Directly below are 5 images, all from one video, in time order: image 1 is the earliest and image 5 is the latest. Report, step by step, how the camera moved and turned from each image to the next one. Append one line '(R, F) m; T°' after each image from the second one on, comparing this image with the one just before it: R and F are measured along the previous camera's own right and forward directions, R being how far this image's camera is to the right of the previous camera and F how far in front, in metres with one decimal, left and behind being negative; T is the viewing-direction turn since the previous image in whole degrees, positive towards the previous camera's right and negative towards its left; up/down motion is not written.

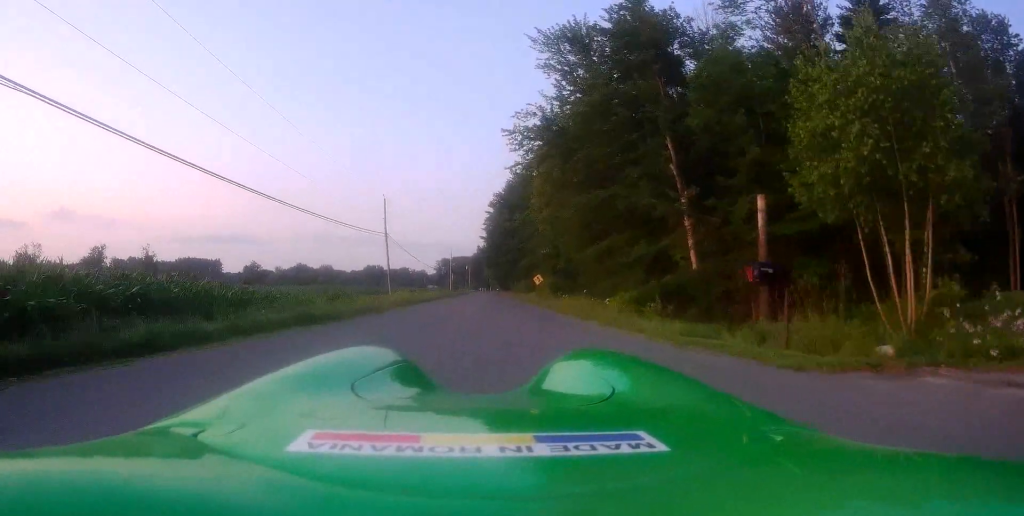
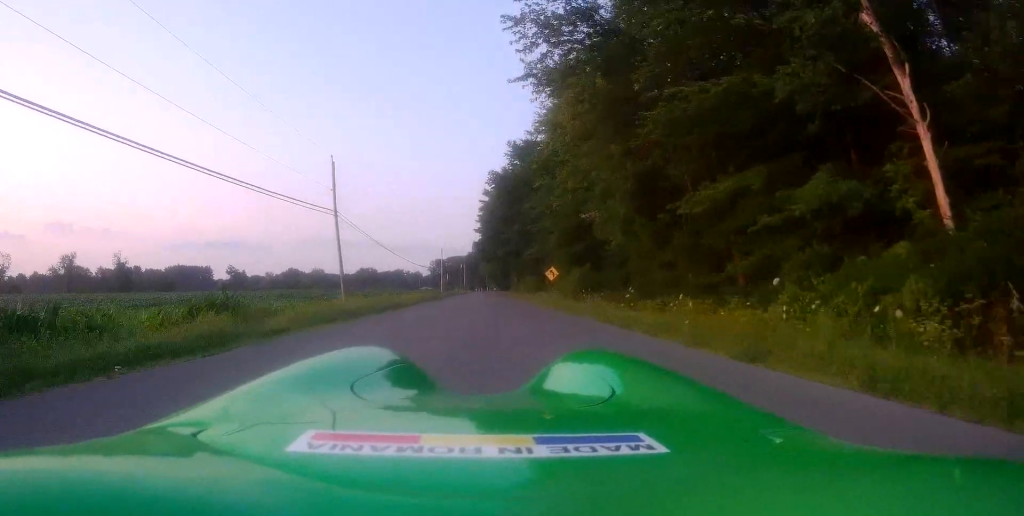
(+0.7, +14.6) m; +3°
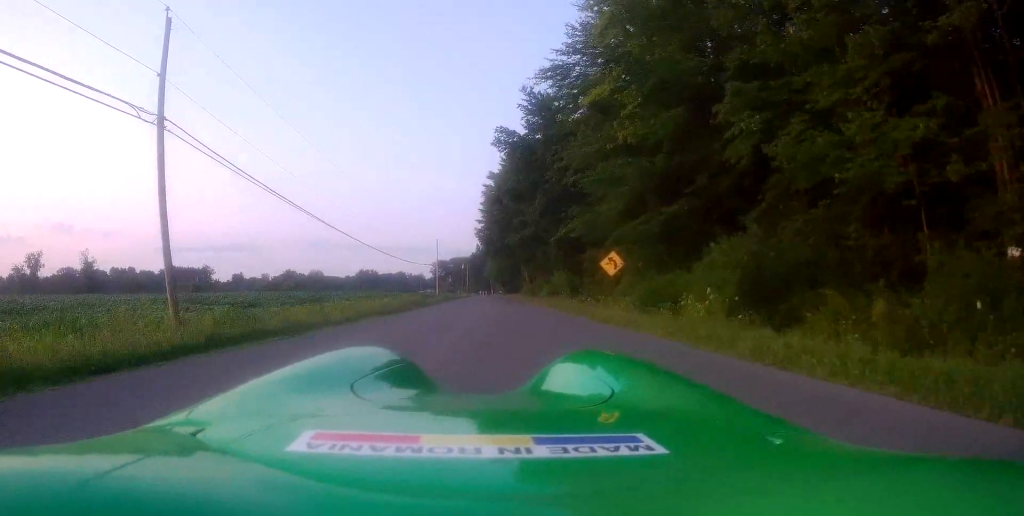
(-0.5, +19.0) m; -1°
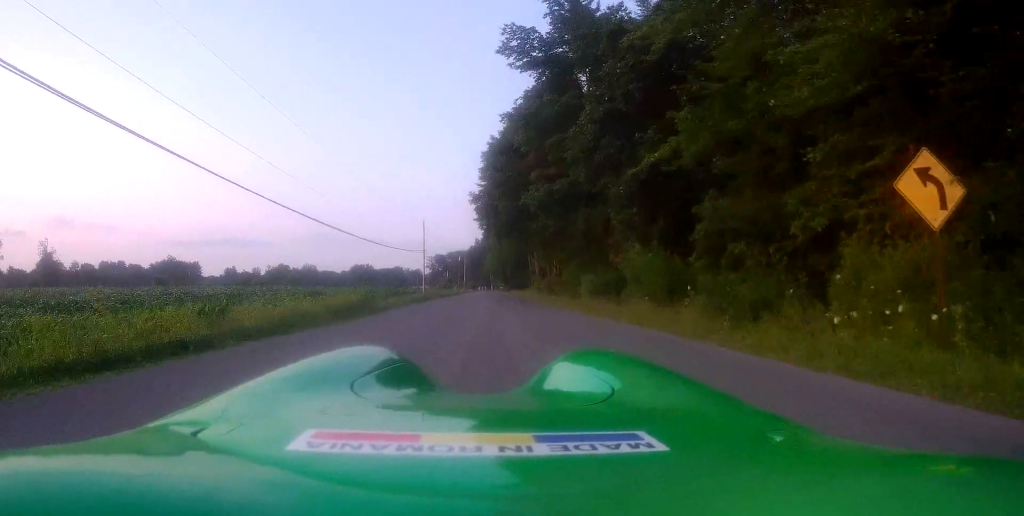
(+0.2, +17.9) m; -1°
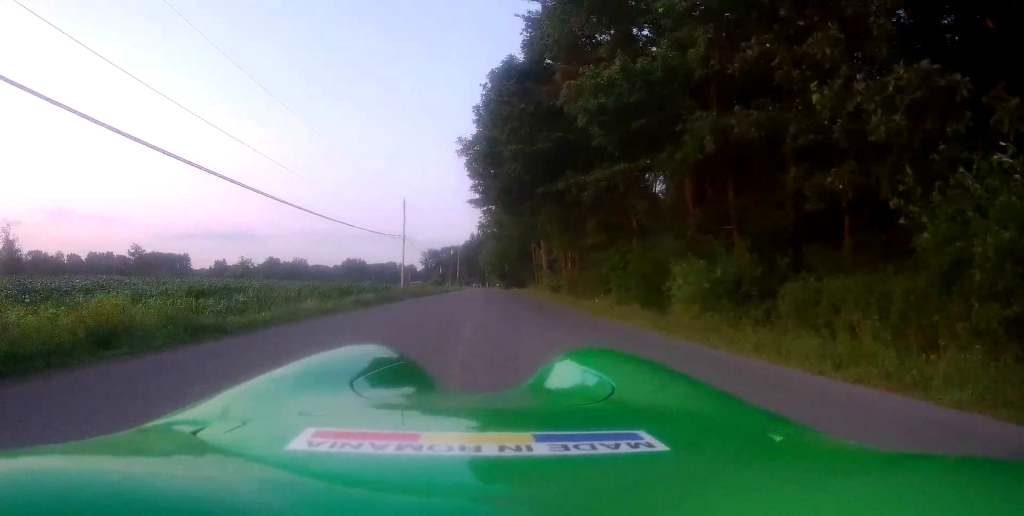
(-0.2, +13.5) m; 0°
